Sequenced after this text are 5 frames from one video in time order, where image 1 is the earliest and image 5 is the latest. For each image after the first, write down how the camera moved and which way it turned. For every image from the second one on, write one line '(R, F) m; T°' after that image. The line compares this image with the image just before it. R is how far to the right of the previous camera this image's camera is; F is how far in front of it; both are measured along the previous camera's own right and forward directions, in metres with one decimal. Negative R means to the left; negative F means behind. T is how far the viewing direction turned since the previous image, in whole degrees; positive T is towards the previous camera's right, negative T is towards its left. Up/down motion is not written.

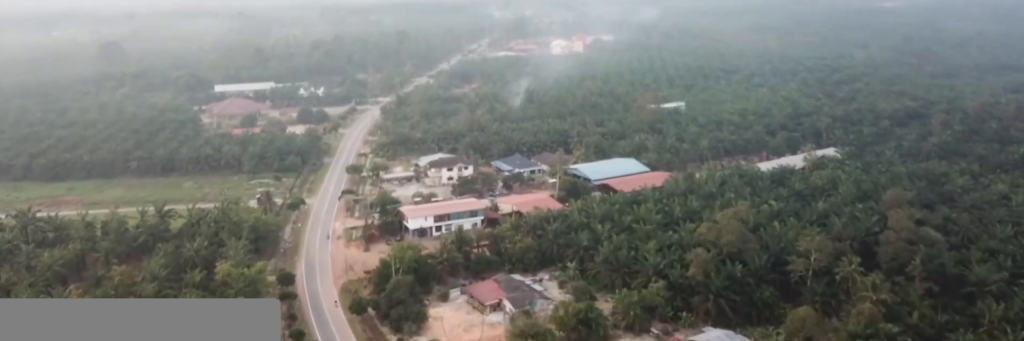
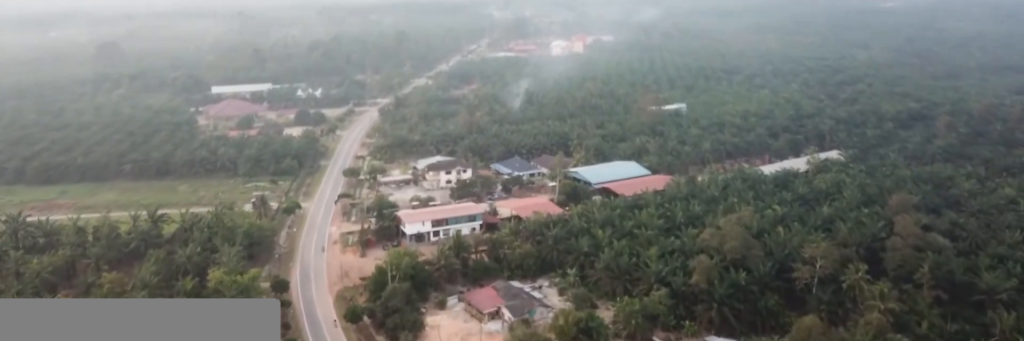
(+0.1, +4.4) m; +1°
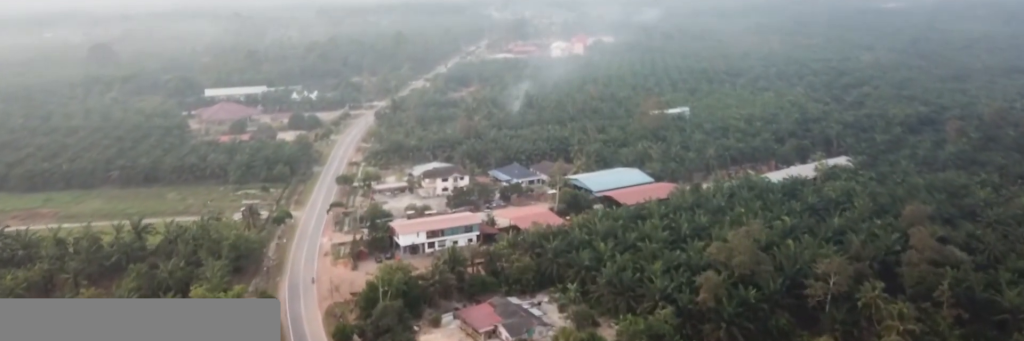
(0.0, +9.5) m; -1°
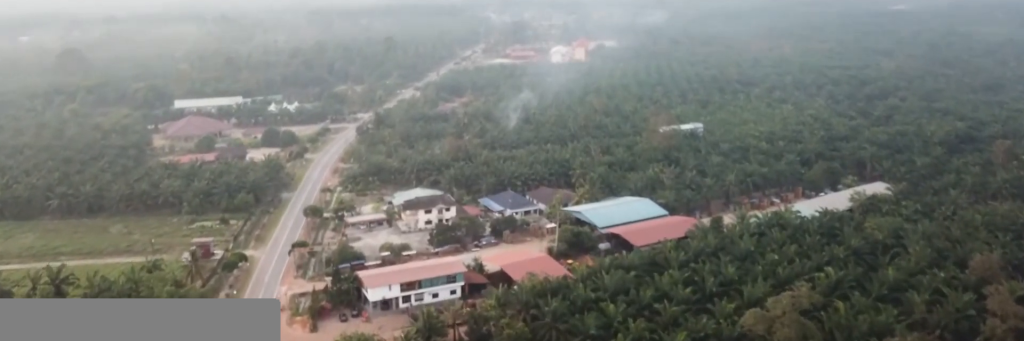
(-0.8, +38.2) m; -1°
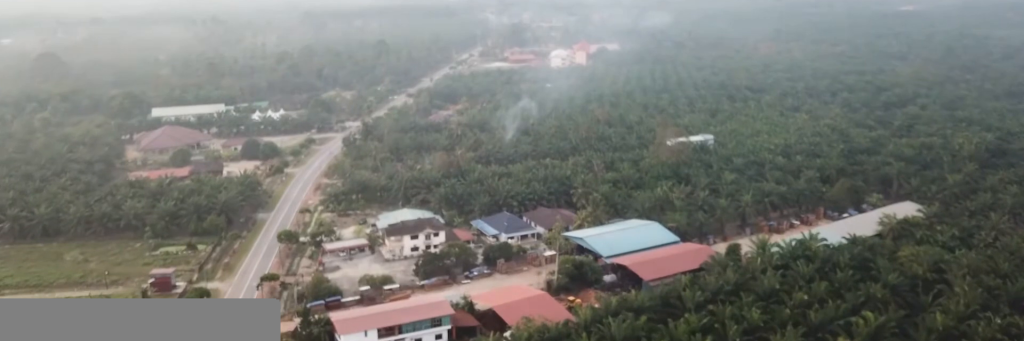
(0.0, +24.6) m; 0°
